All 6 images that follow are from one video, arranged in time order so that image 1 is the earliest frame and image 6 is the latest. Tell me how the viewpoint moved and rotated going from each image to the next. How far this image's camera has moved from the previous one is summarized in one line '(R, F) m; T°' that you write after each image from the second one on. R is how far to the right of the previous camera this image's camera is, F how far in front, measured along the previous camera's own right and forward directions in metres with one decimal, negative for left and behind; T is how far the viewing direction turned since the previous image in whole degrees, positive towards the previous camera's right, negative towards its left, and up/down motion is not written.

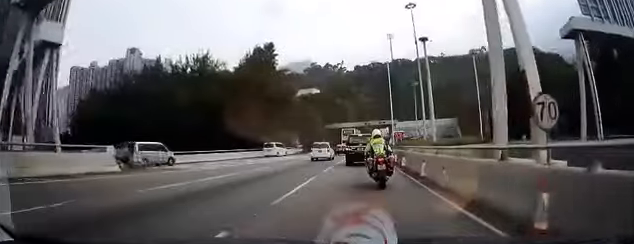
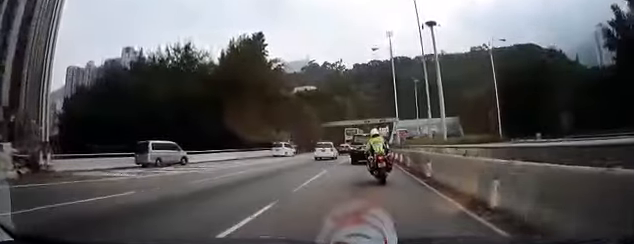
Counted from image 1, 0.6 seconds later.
(0.0, +6.4) m; +1°
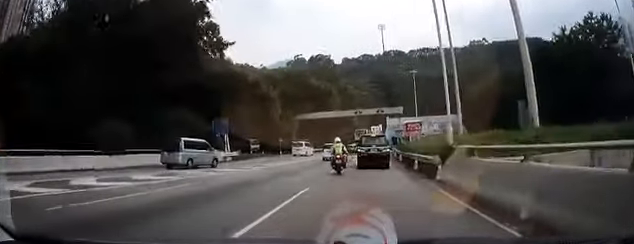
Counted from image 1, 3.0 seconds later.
(+0.2, +23.3) m; +1°
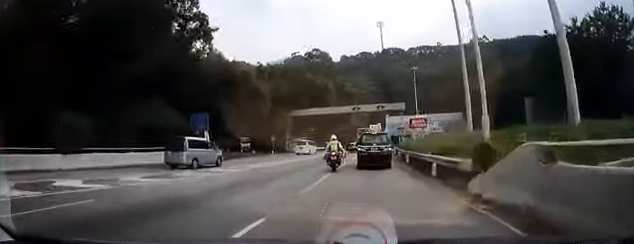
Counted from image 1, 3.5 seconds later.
(-0.3, +4.0) m; +1°
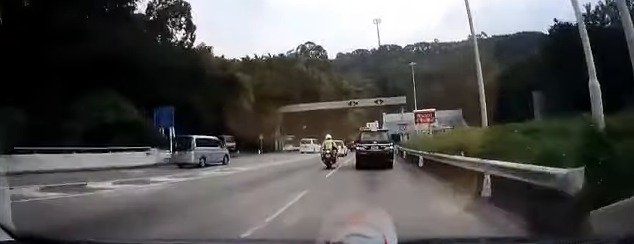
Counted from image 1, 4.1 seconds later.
(+0.6, +5.1) m; +2°
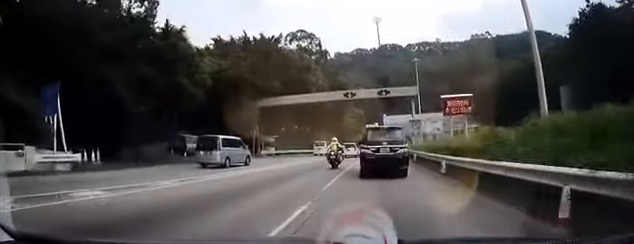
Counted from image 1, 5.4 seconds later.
(+0.1, +10.8) m; 0°
